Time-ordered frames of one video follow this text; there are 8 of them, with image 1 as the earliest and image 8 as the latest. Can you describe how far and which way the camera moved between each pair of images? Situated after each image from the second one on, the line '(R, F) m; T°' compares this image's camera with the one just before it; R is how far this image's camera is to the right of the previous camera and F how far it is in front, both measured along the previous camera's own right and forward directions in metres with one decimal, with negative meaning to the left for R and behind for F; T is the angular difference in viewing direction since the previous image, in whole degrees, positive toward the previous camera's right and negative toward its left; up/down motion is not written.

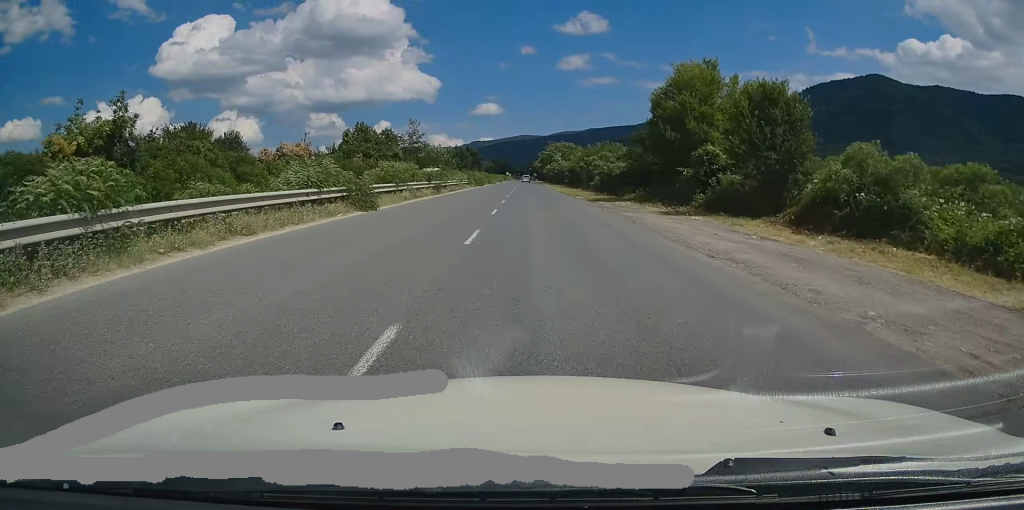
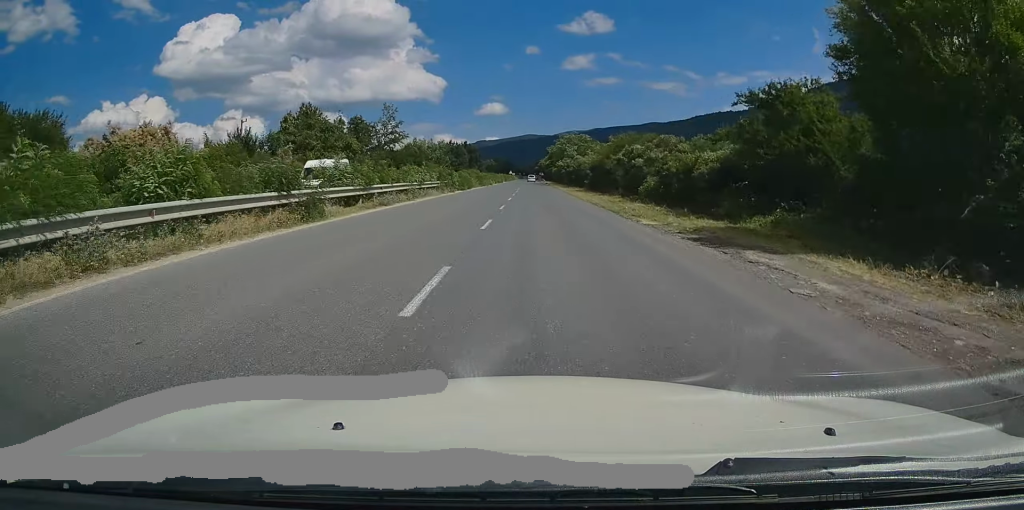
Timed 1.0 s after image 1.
(-0.3, +23.8) m; -1°
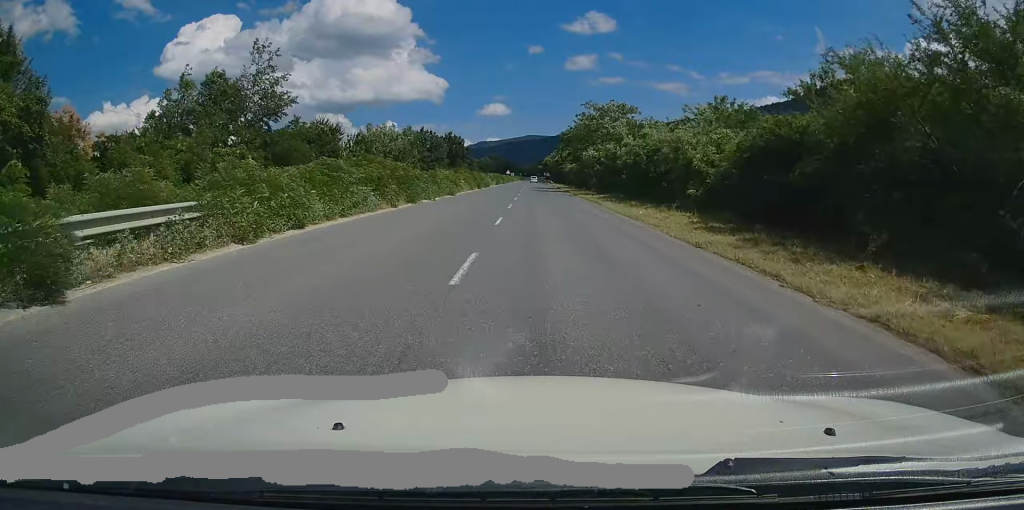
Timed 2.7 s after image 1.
(+0.5, +43.3) m; +1°
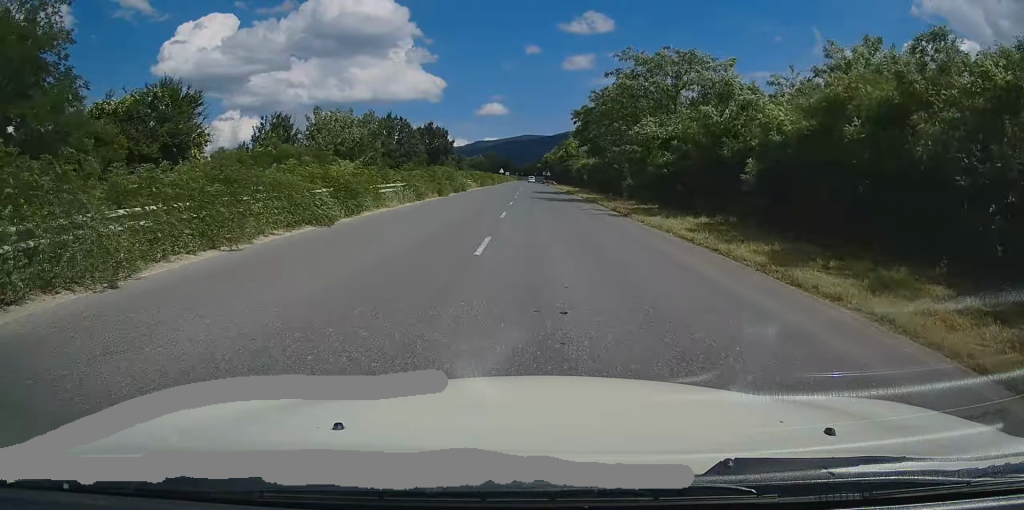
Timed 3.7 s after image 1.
(-0.2, +24.3) m; 0°
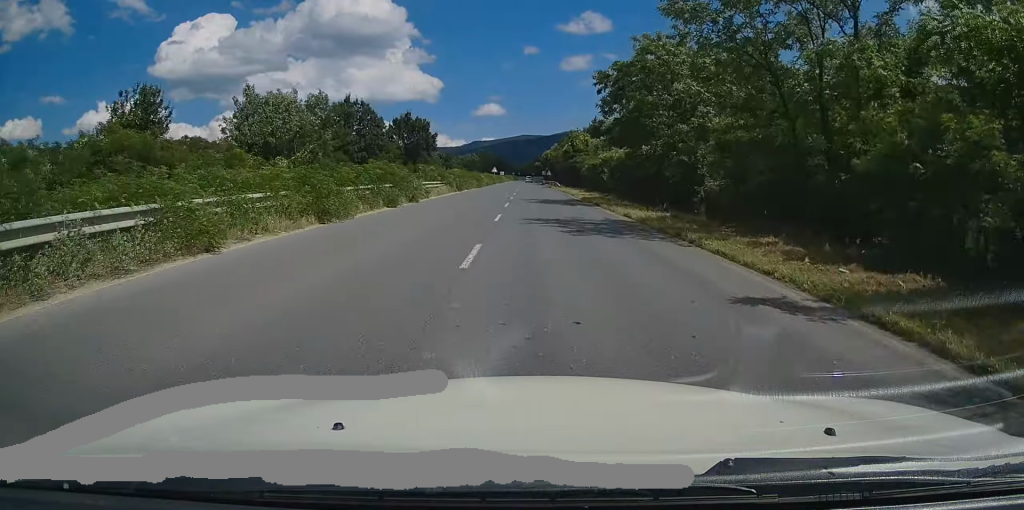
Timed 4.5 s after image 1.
(+0.2, +19.3) m; 0°
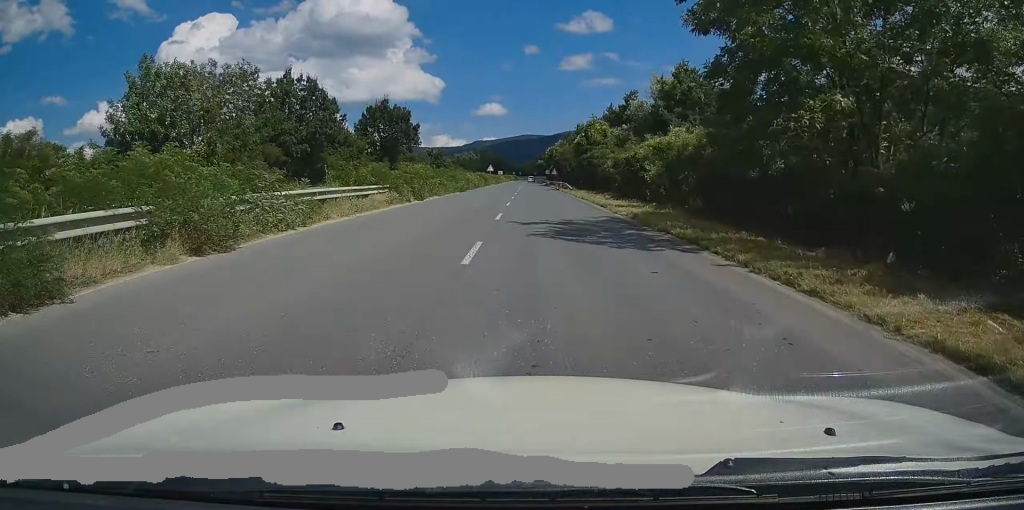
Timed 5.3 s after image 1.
(+0.1, +17.6) m; 0°
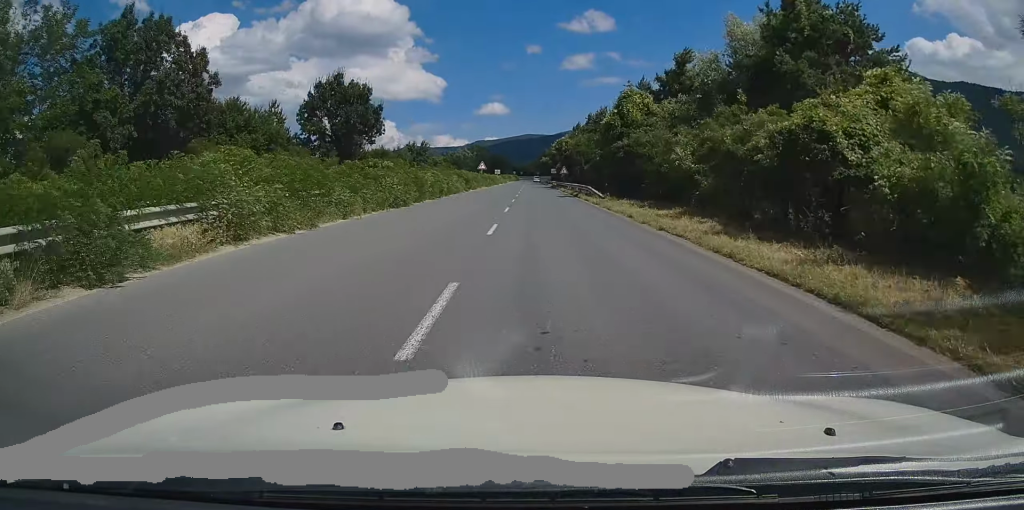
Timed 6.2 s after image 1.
(-0.3, +22.4) m; -1°
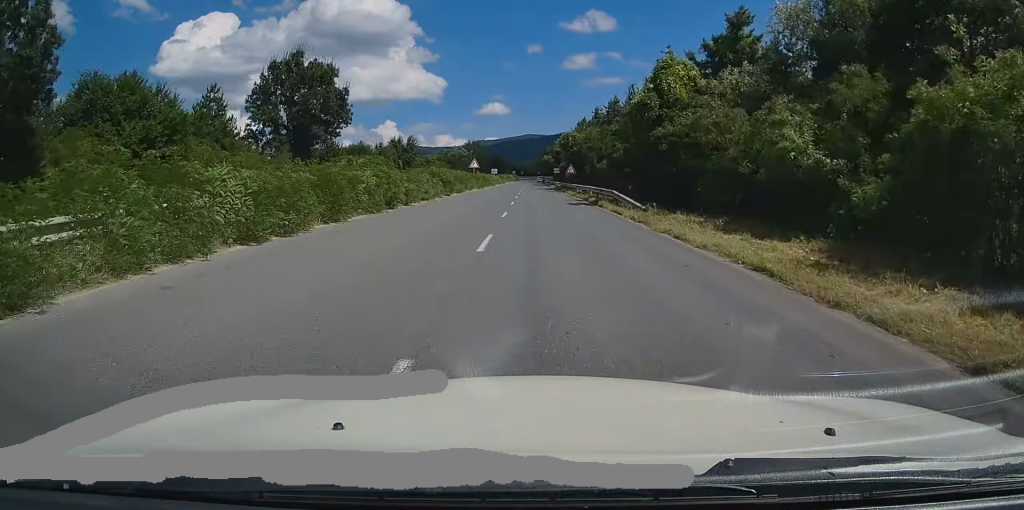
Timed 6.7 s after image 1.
(+0.1, +11.9) m; 0°
